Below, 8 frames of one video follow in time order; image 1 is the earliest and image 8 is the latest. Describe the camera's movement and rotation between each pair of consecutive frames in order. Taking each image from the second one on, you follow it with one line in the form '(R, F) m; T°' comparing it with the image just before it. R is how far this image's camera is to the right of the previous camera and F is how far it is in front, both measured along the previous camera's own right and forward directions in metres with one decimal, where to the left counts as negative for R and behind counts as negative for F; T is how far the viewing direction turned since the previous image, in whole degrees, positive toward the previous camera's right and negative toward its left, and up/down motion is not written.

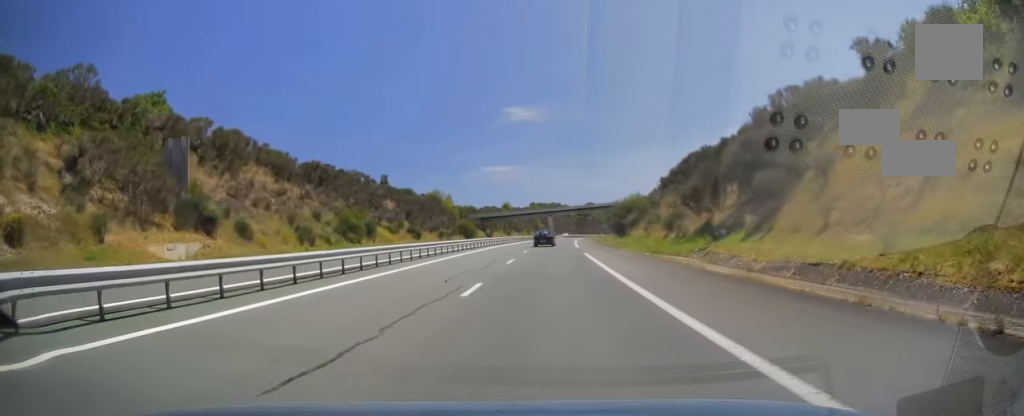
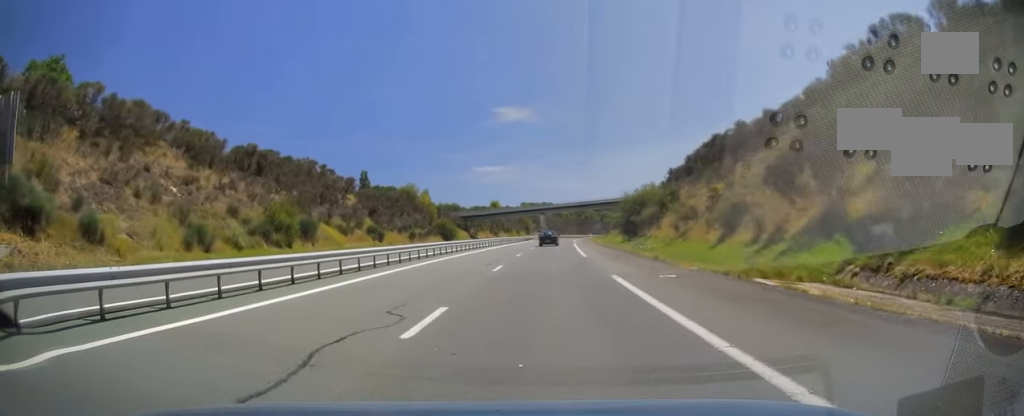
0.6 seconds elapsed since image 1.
(0.0, +17.8) m; +1°
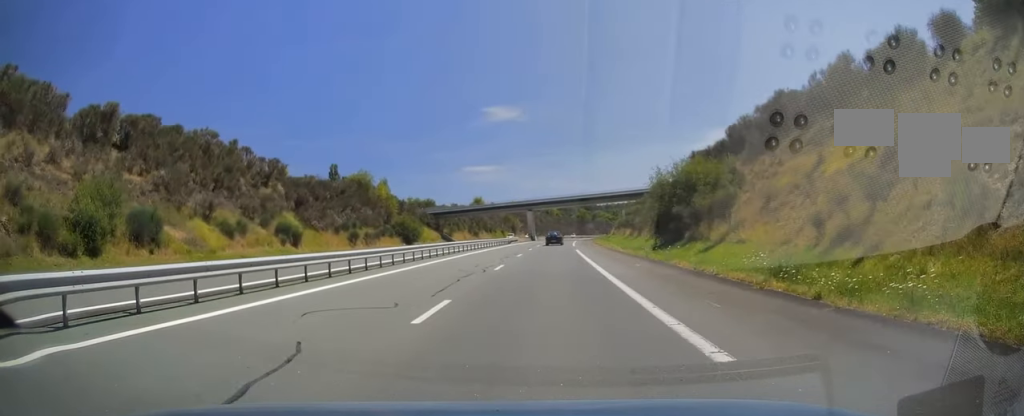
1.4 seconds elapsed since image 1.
(+0.1, +24.7) m; +1°
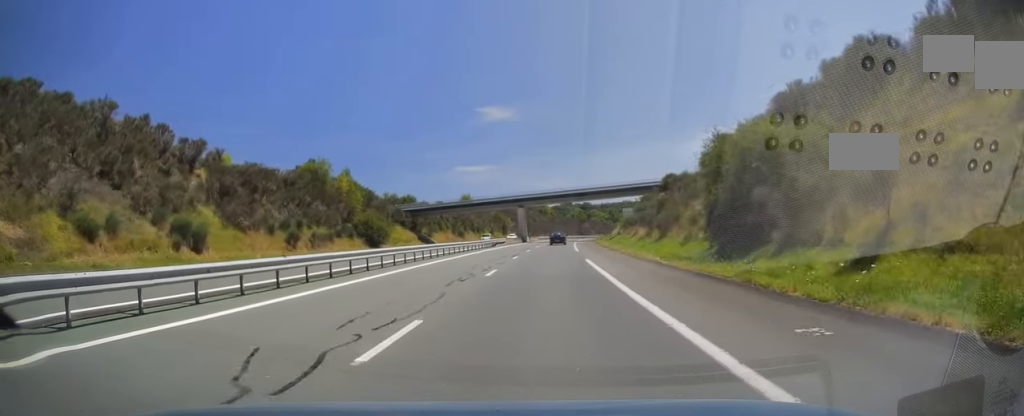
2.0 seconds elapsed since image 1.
(+0.1, +15.8) m; +1°
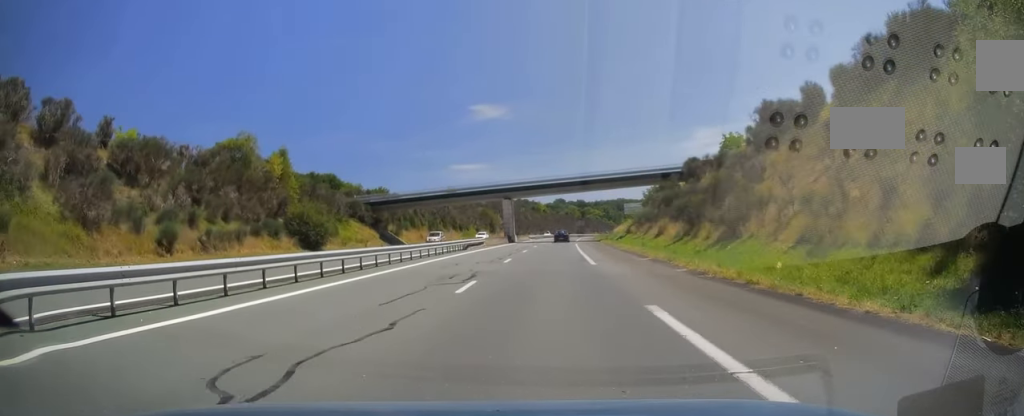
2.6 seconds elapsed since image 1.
(+0.2, +18.8) m; +1°
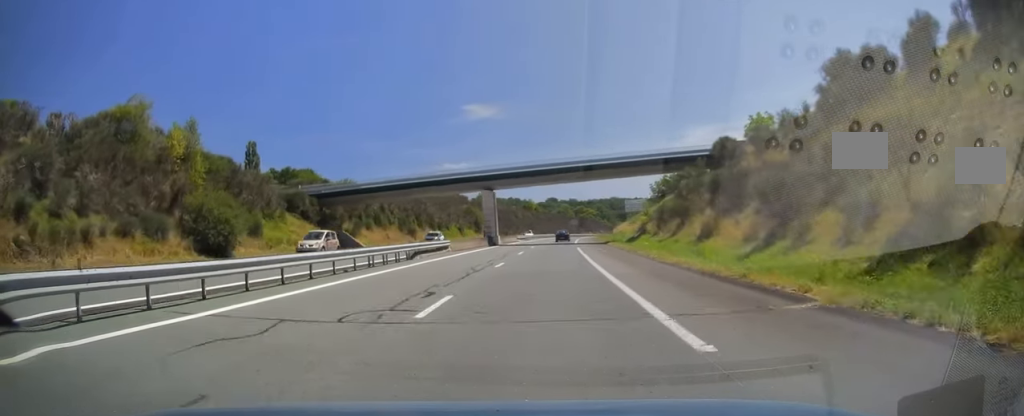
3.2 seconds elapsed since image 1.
(+0.1, +16.8) m; 0°
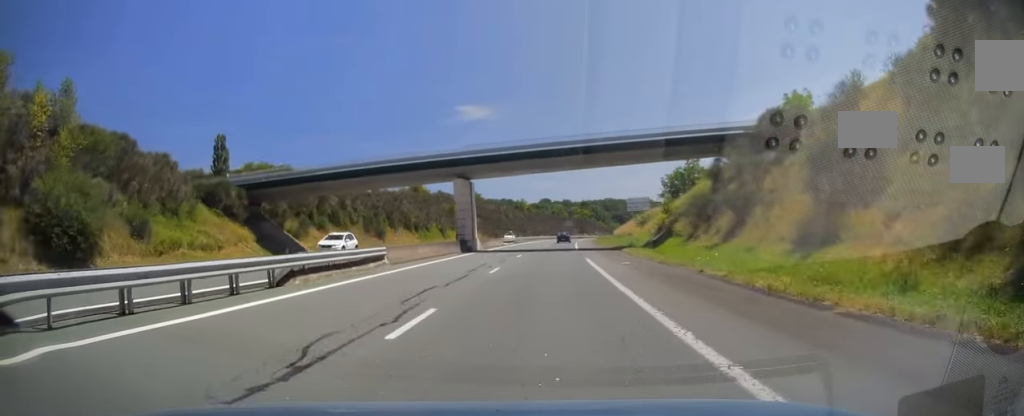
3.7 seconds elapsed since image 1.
(0.0, +14.8) m; 0°
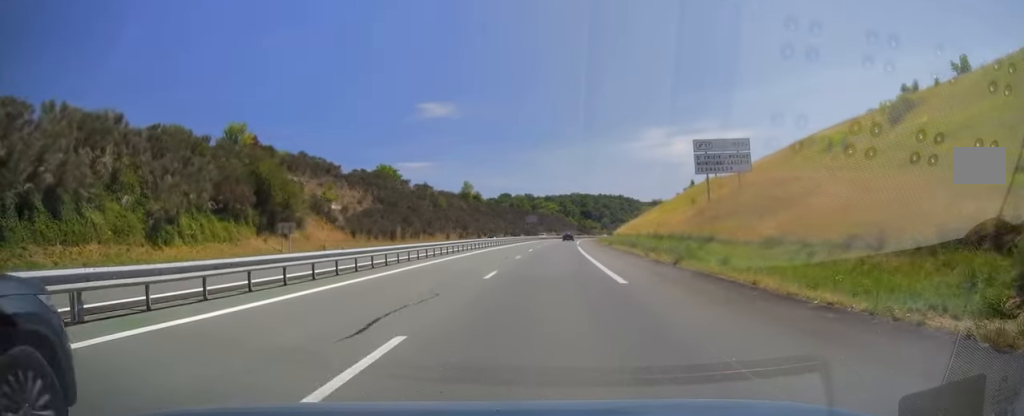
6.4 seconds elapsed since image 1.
(+2.9, +80.5) m; +4°
